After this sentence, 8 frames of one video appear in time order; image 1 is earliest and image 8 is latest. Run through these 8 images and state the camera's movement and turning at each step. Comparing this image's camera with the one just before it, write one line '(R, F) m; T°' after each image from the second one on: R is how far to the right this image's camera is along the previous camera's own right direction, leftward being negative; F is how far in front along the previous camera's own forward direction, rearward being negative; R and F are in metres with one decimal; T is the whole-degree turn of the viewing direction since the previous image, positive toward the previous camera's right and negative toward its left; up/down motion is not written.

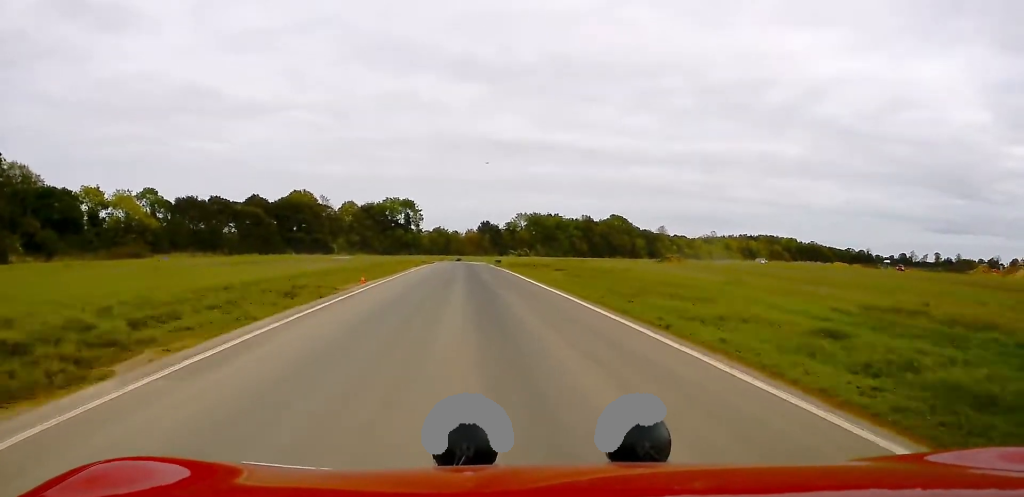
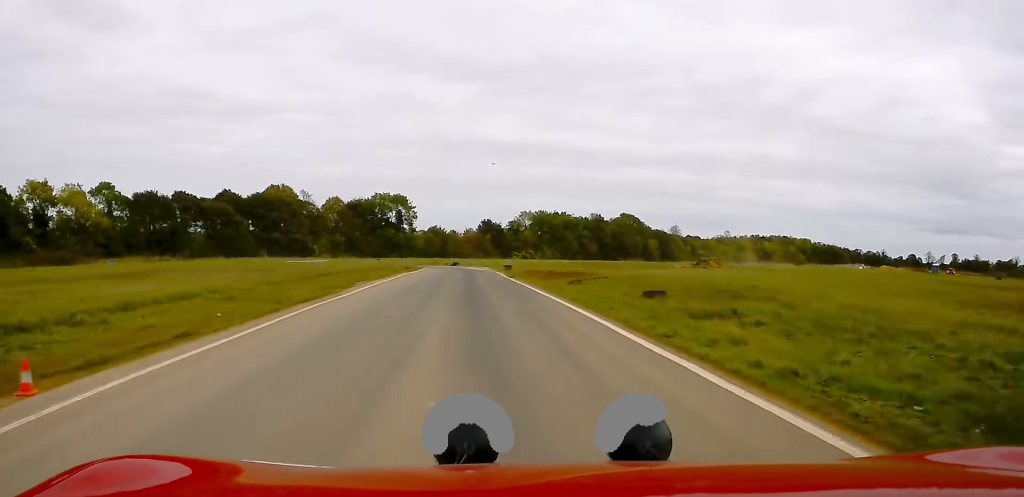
(+0.4, +21.9) m; 0°
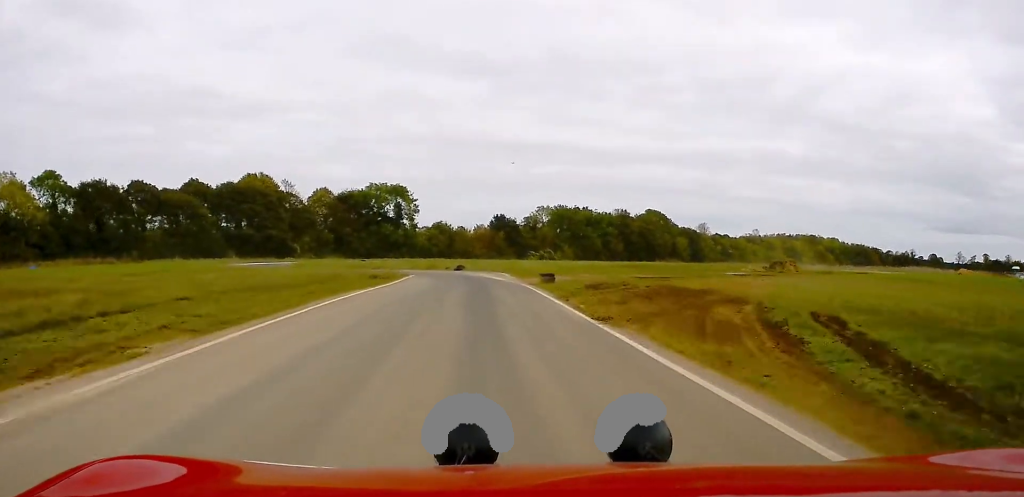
(-0.4, +25.4) m; -1°
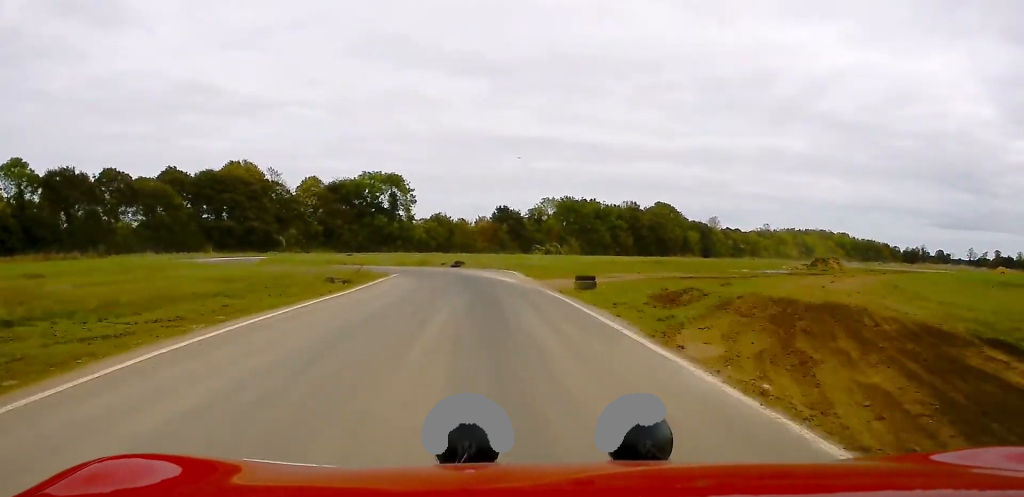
(-0.2, +10.9) m; -1°
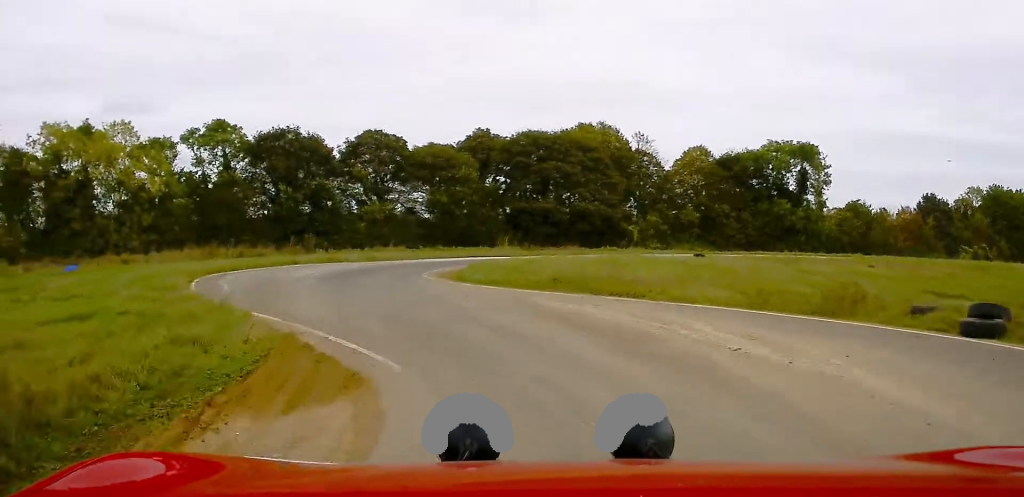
(-2.9, +36.9) m; -23°
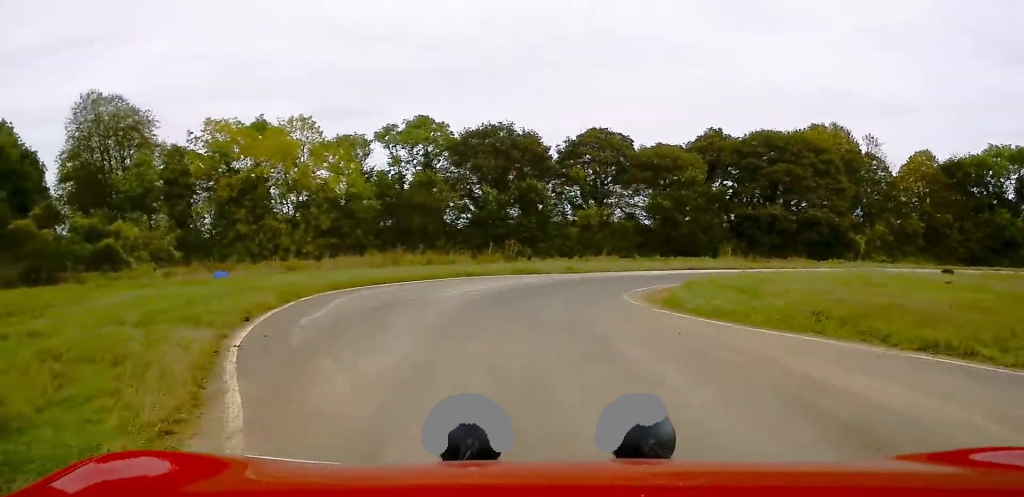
(-1.9, +8.2) m; -7°
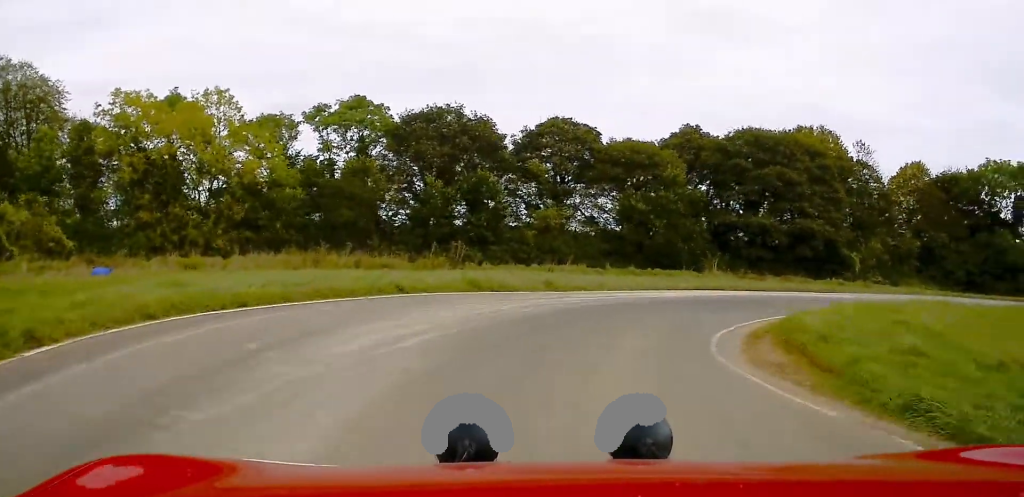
(-0.4, +10.4) m; +4°
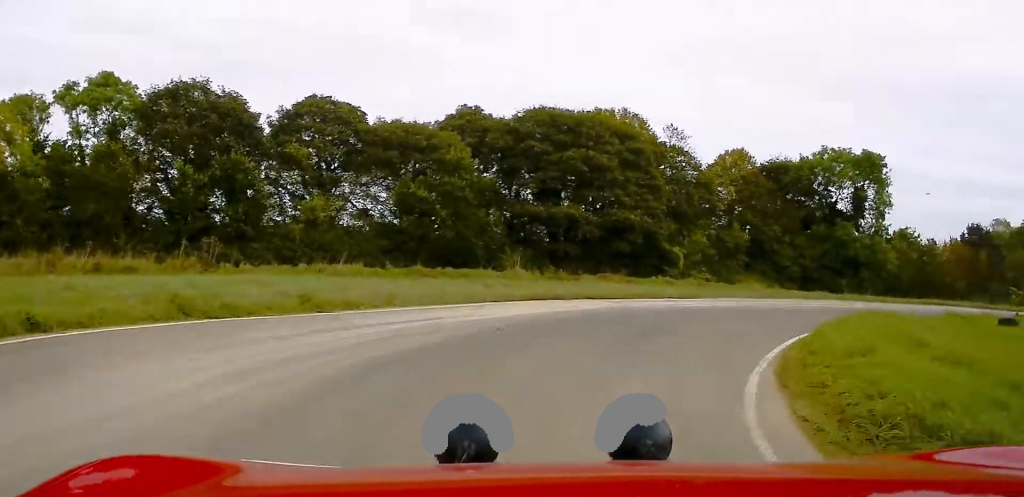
(-0.2, +8.5) m; +10°
